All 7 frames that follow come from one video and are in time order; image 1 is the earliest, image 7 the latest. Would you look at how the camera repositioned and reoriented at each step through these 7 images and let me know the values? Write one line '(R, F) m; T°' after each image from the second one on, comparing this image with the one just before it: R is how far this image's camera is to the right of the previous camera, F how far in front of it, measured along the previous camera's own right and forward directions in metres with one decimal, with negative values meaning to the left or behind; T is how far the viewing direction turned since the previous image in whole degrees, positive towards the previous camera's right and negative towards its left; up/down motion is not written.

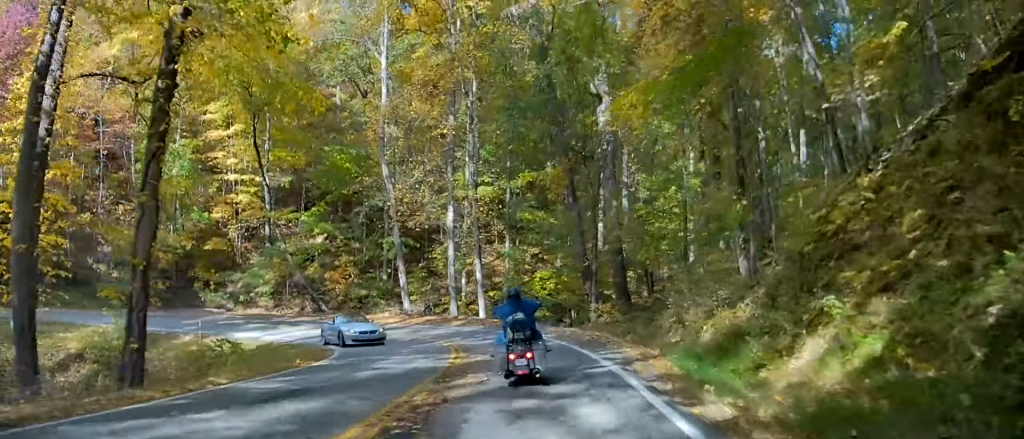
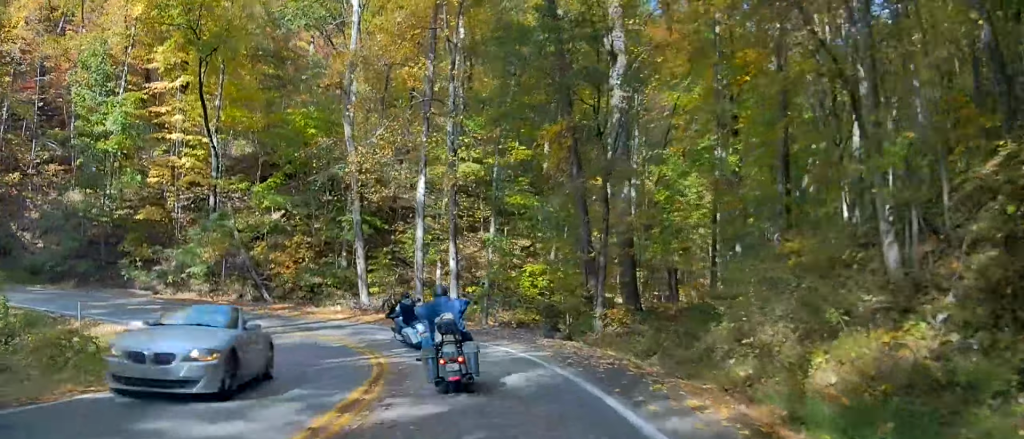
(+0.7, +8.2) m; +4°
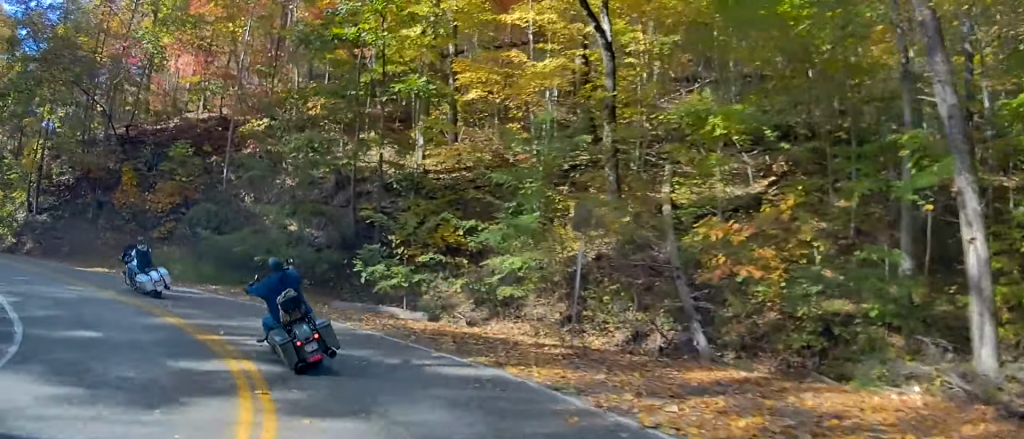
(-5.2, +20.7) m; -36°
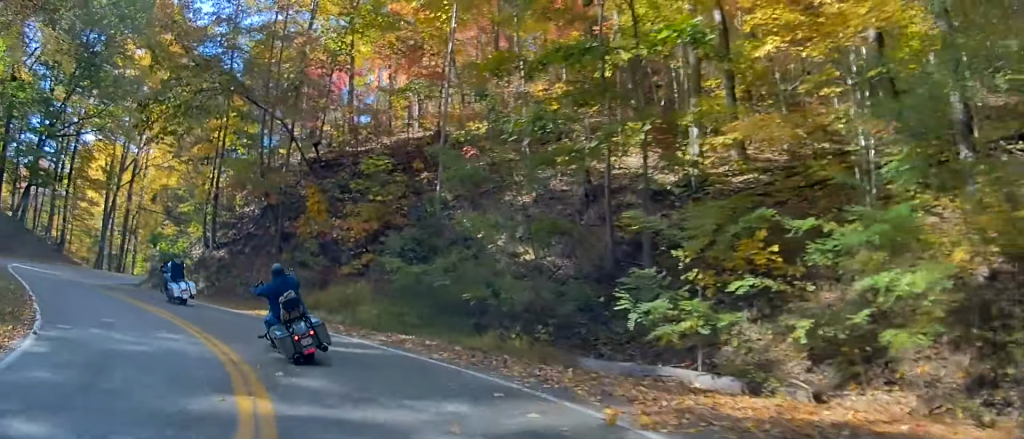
(-0.8, +5.2) m; -28°
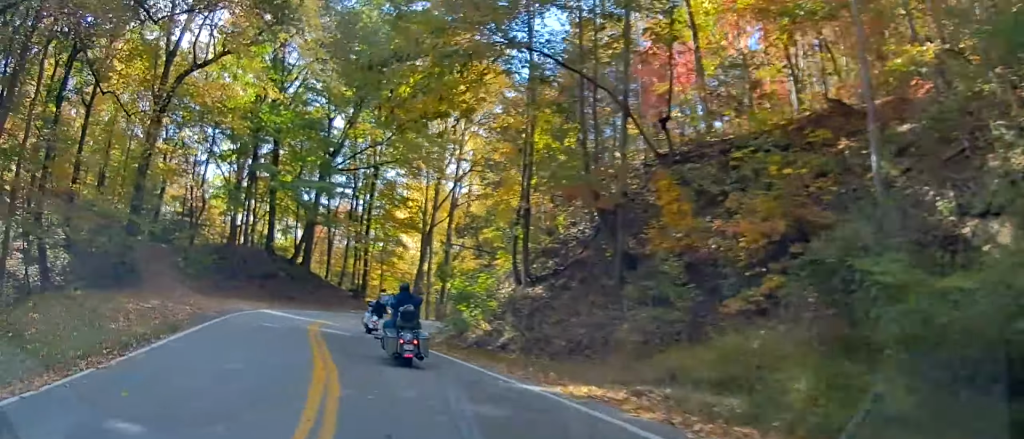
(-2.6, +7.3) m; -33°
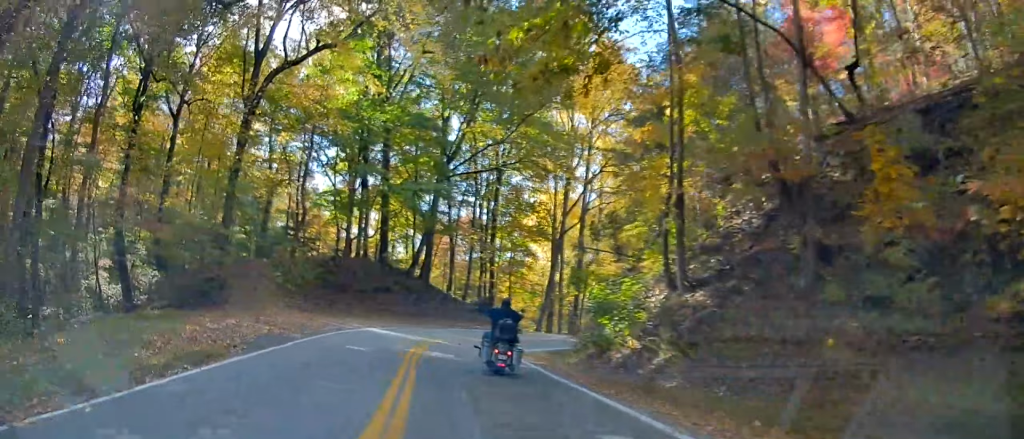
(-0.6, +4.0) m; -10°
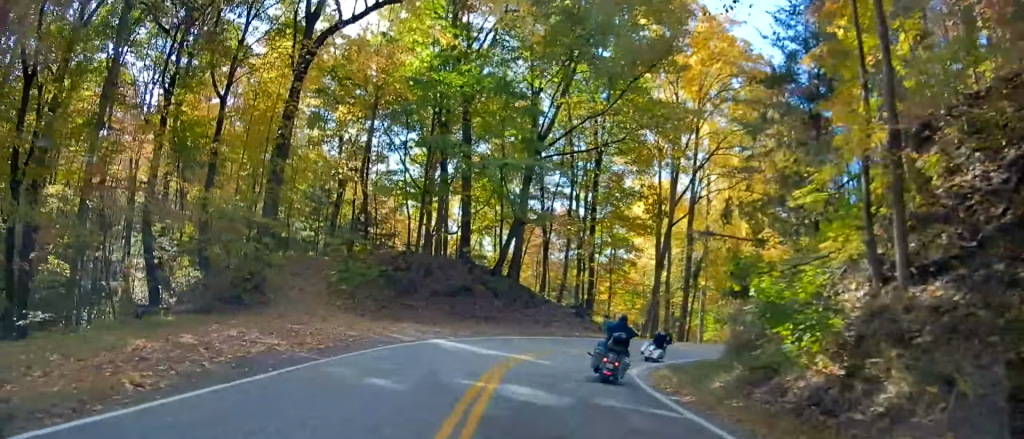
(-0.3, +6.1) m; -12°
